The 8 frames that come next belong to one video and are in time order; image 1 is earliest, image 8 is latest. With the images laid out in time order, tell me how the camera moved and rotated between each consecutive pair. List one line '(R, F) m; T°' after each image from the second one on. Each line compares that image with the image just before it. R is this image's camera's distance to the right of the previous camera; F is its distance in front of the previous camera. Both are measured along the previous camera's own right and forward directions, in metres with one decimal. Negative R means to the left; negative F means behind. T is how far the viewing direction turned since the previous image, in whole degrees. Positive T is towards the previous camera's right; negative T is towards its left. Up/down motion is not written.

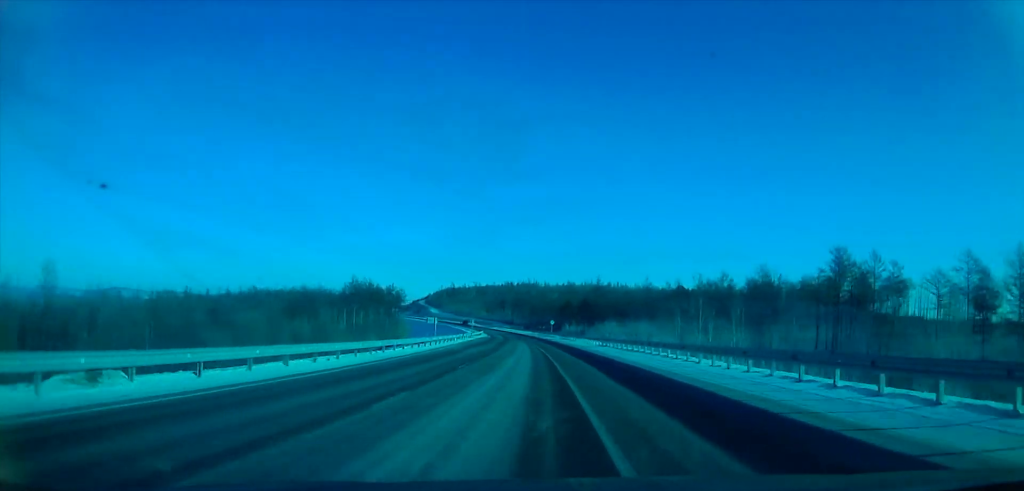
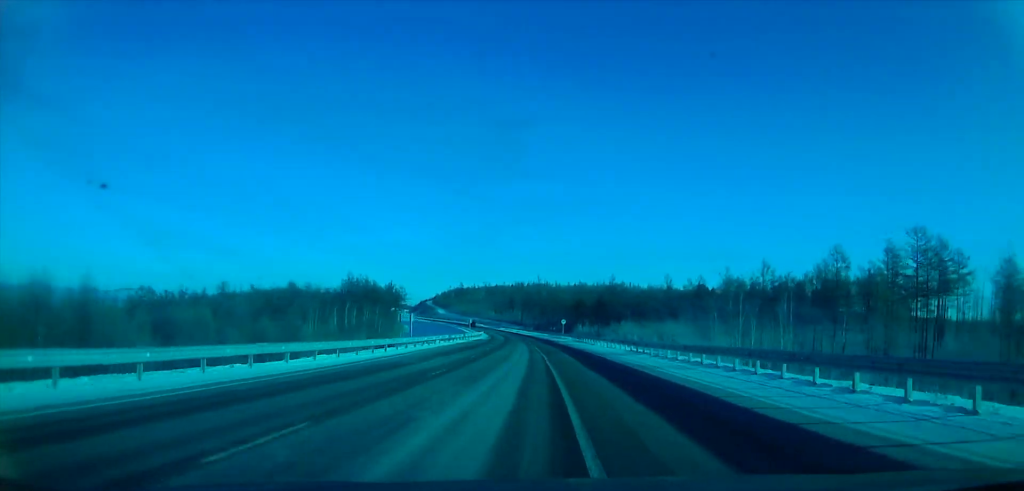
(-0.2, +16.9) m; -1°
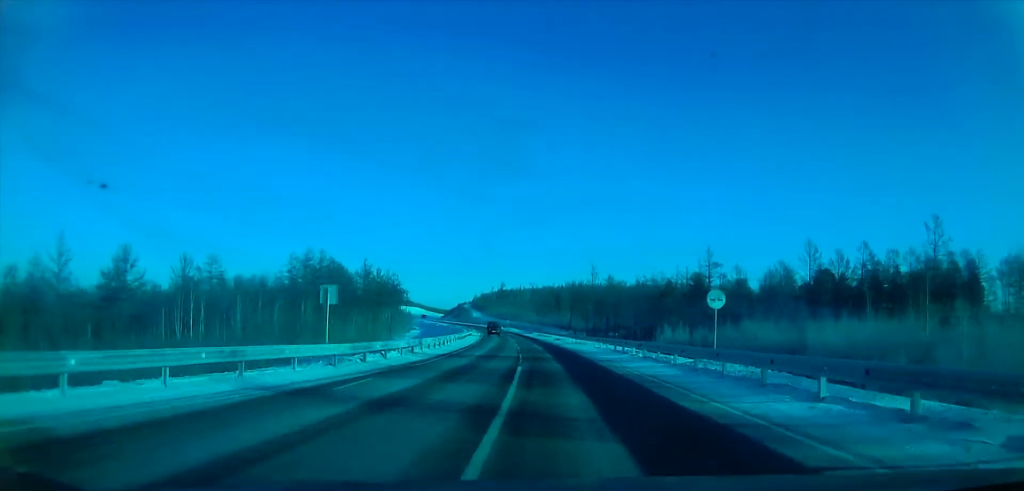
(-4.1, +76.0) m; -6°
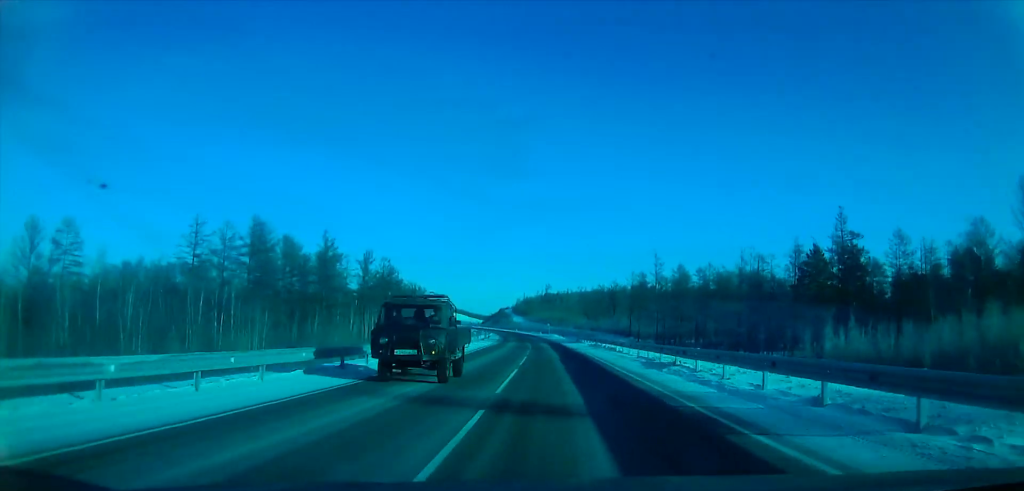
(-1.0, +49.0) m; -3°
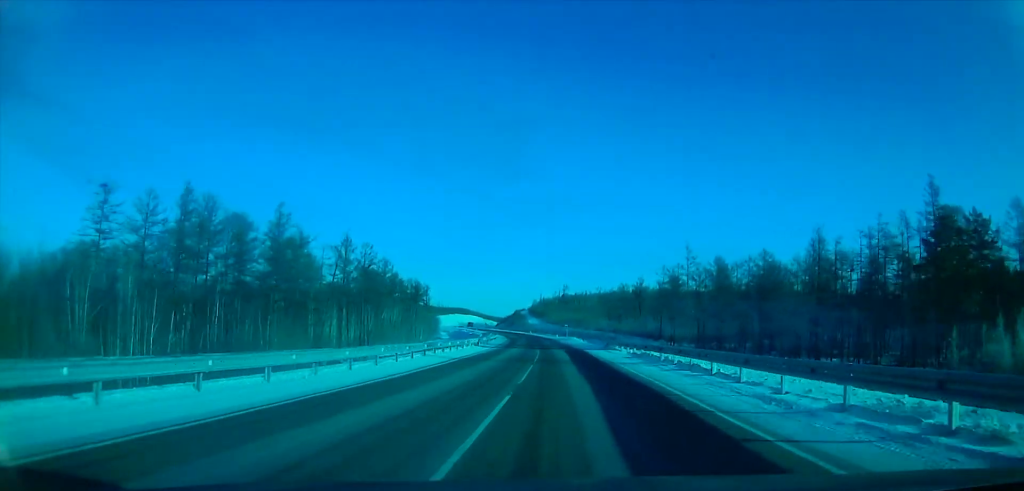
(-0.3, +21.6) m; -2°
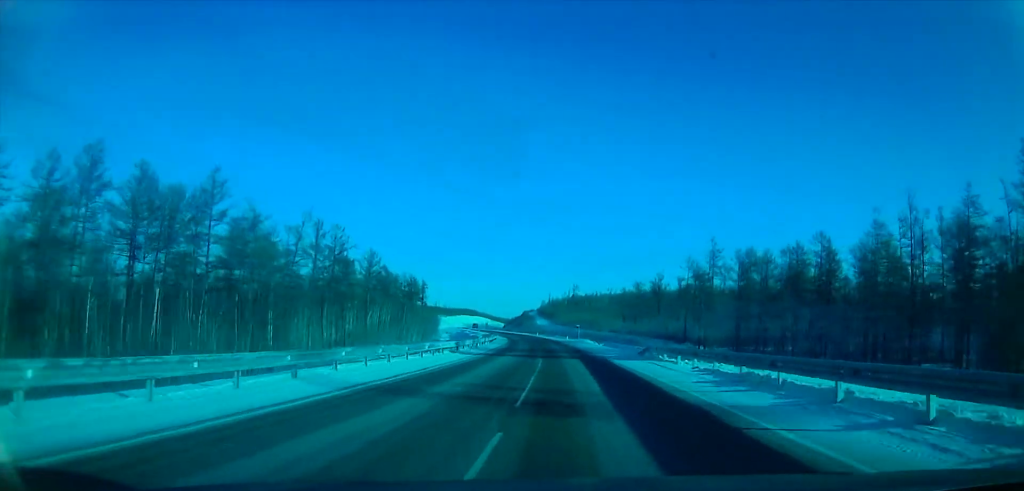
(-0.2, +17.1) m; -2°
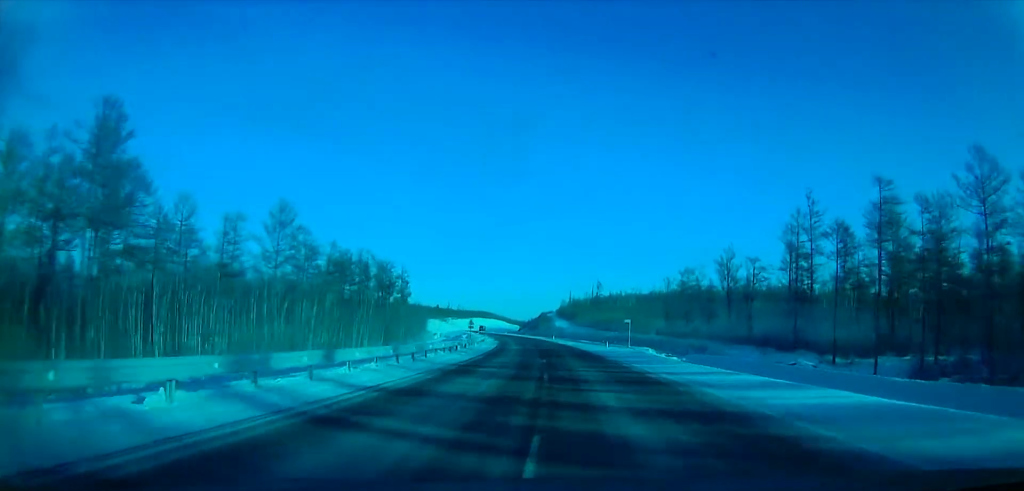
(-1.8, +47.7) m; -2°
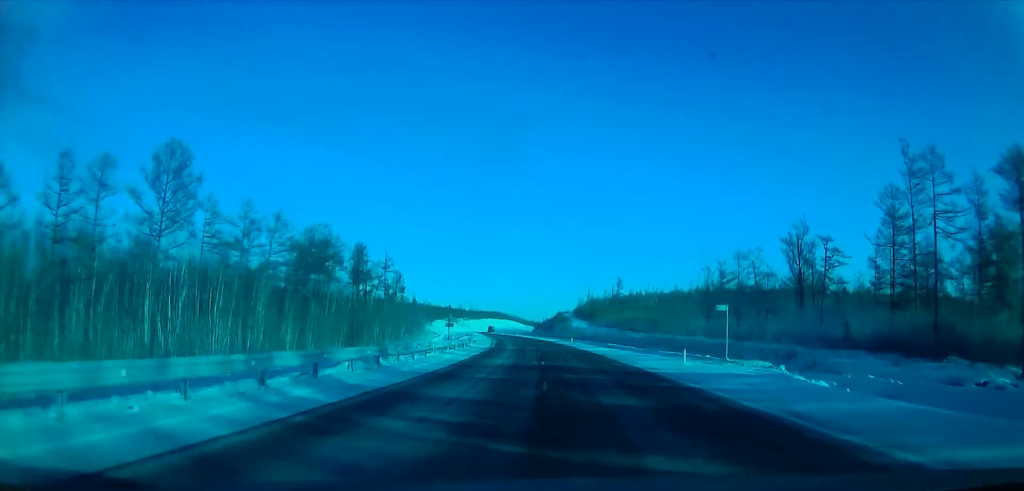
(+0.4, +26.4) m; -1°
